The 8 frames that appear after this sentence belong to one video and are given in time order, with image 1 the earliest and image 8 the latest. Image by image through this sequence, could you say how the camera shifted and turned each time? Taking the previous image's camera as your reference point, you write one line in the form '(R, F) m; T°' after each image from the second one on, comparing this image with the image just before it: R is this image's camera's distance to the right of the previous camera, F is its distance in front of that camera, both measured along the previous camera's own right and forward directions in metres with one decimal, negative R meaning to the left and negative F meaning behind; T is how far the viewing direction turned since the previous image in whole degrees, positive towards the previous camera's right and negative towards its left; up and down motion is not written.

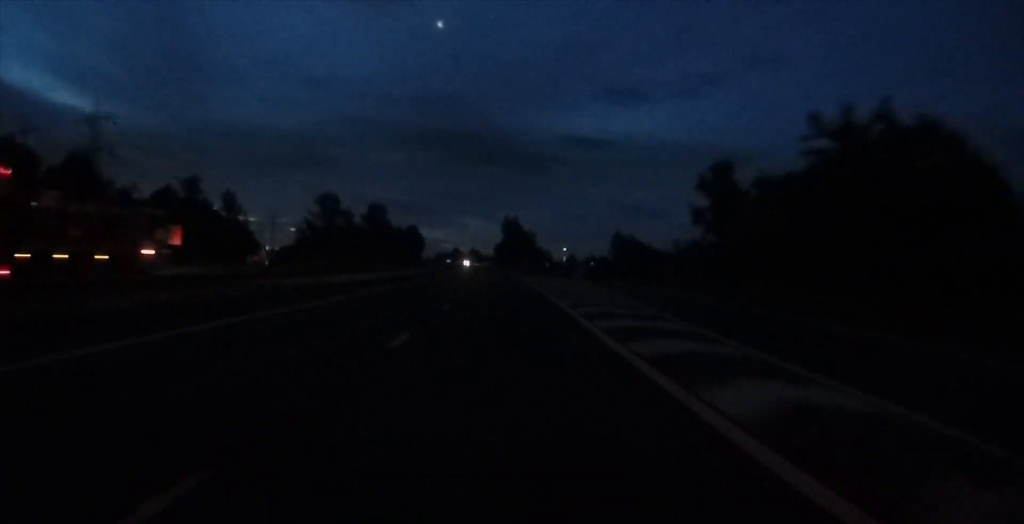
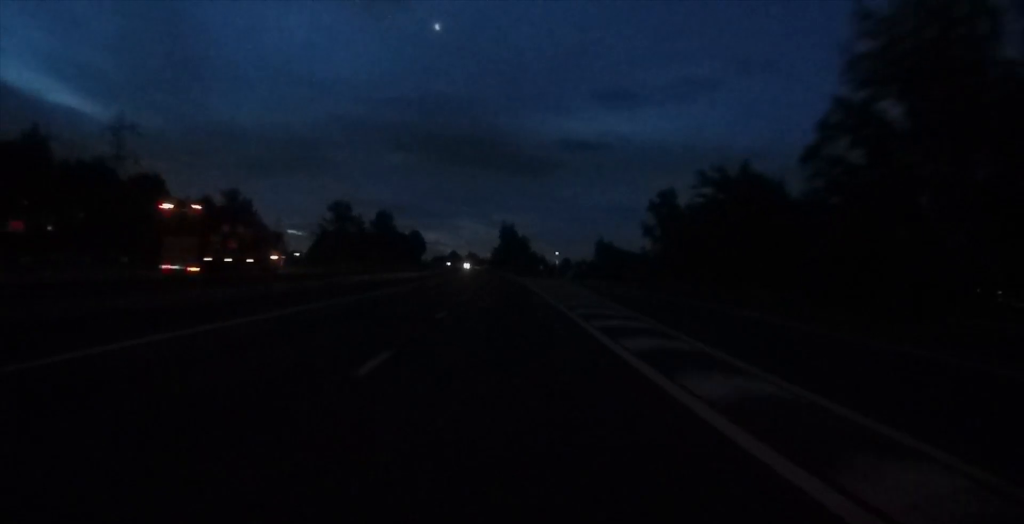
(+0.1, +15.5) m; 0°
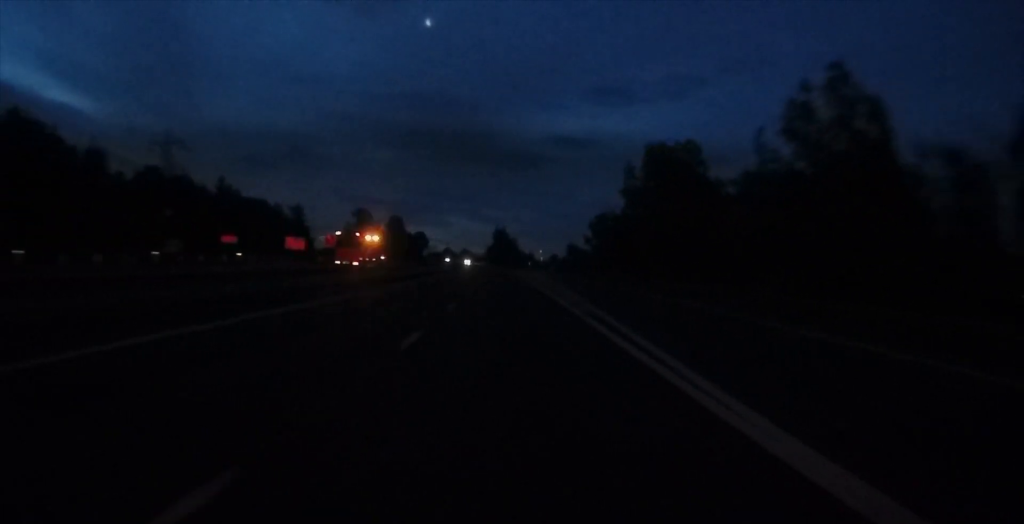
(+0.1, +38.3) m; +1°
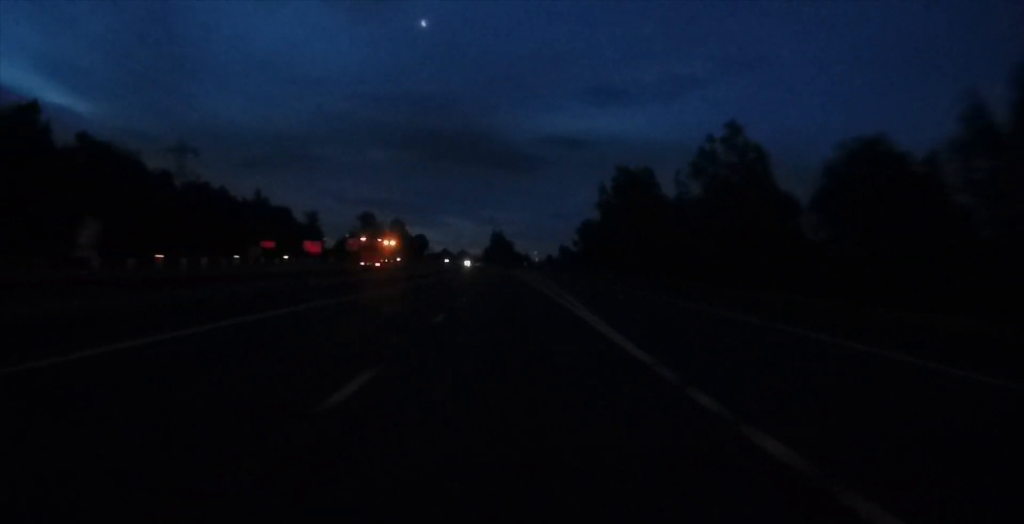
(+0.1, +13.4) m; 0°
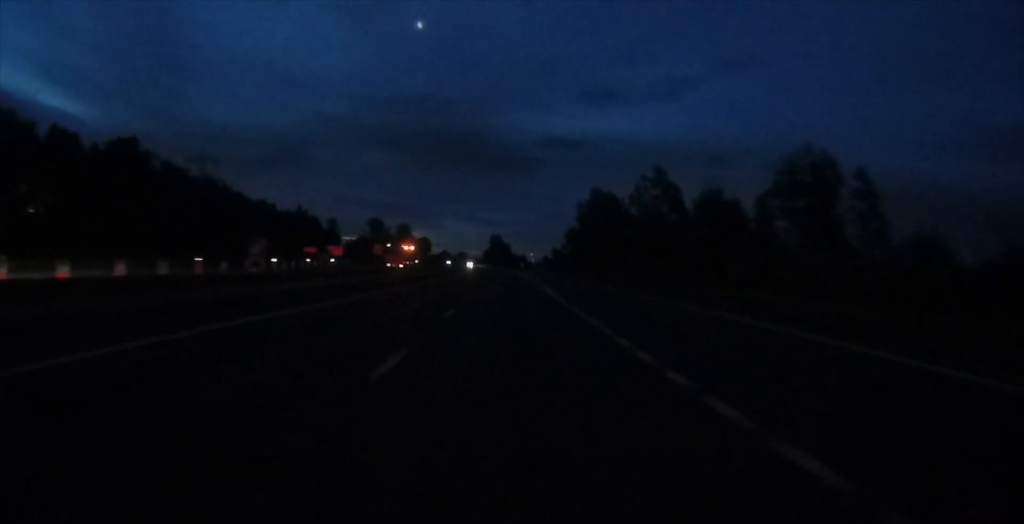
(0.0, +19.4) m; 0°
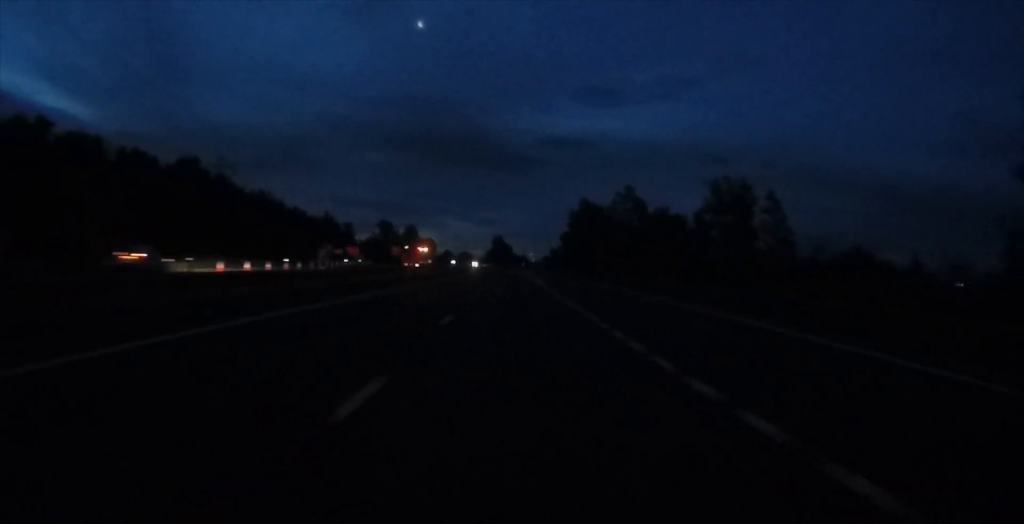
(+0.2, +15.3) m; 0°
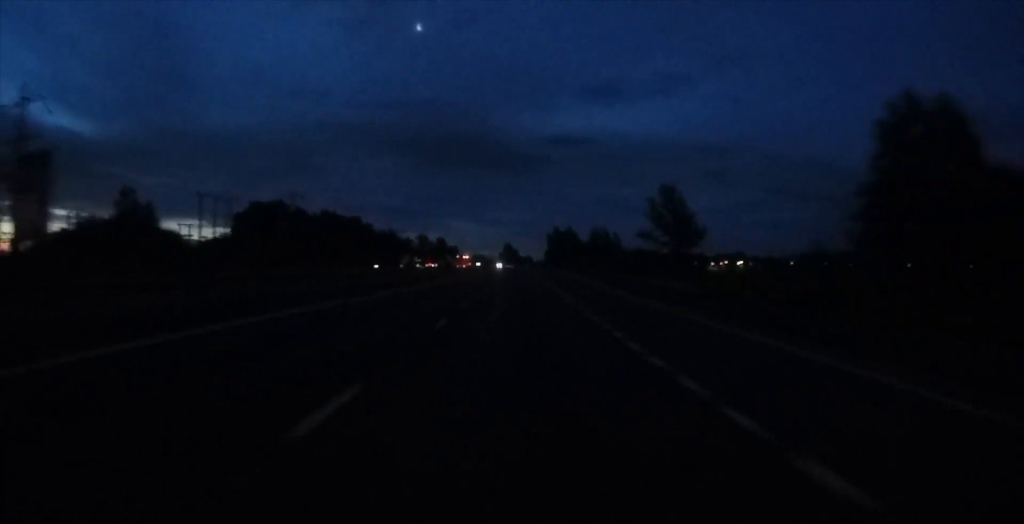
(-0.6, +85.9) m; -1°
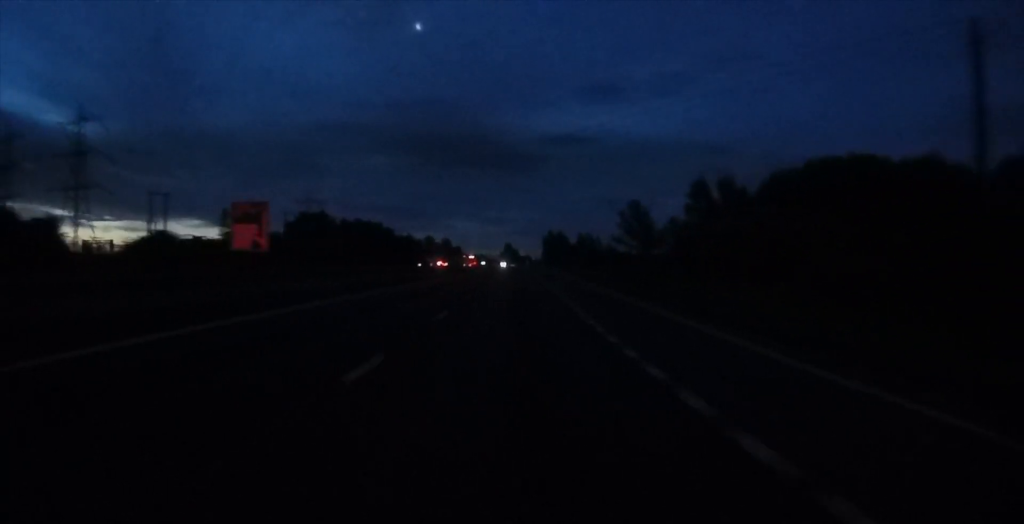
(+0.2, +27.6) m; +1°
